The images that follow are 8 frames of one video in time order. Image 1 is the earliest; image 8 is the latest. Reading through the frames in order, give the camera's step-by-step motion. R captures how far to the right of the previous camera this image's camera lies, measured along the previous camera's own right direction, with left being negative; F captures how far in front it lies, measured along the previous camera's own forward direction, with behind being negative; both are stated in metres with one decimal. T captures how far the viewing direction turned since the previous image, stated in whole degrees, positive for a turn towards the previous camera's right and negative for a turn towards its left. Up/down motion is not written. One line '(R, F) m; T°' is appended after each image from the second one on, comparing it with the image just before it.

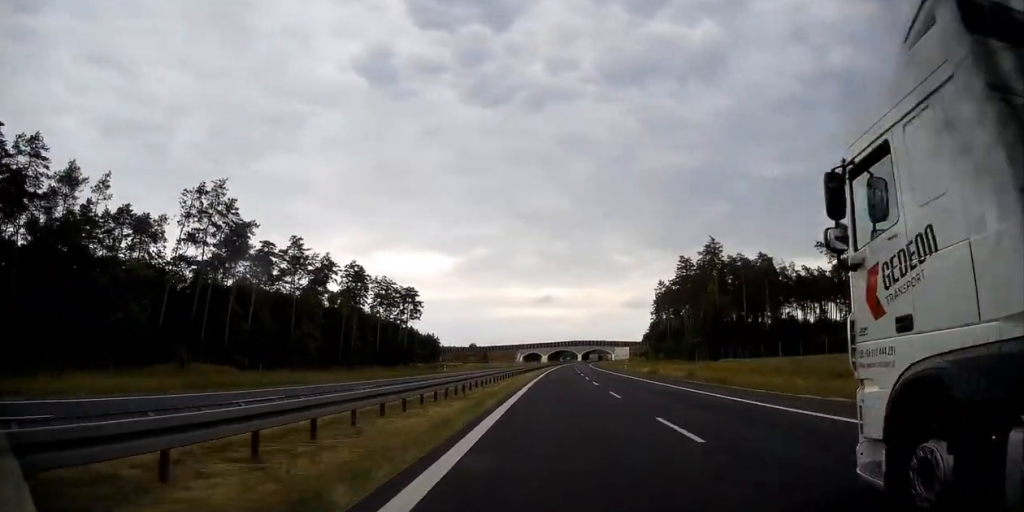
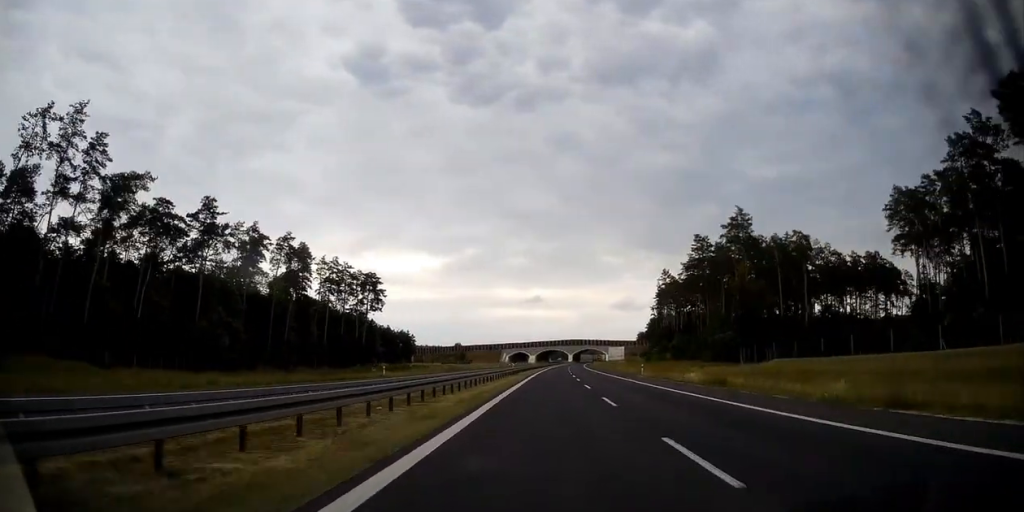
(+0.2, +27.6) m; +1°
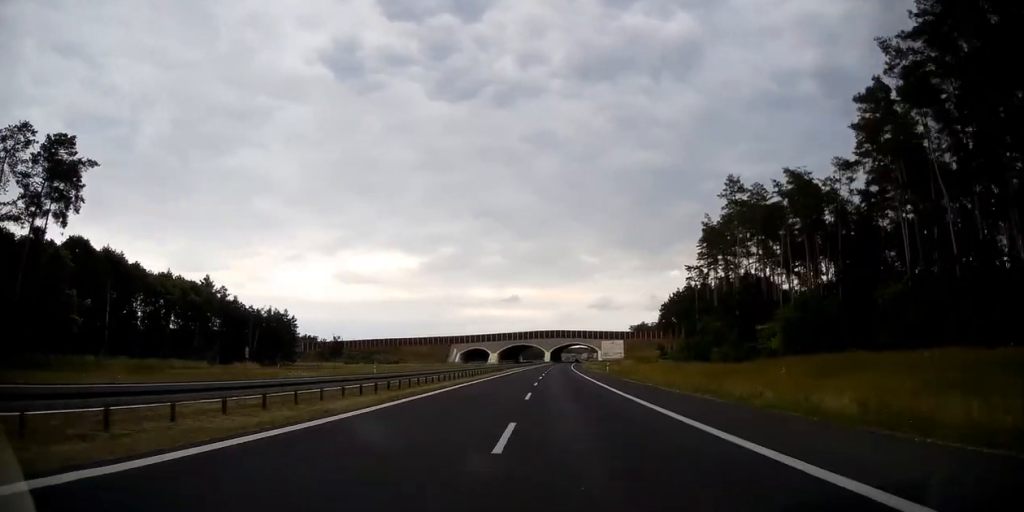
(+2.4, +94.0) m; +3°
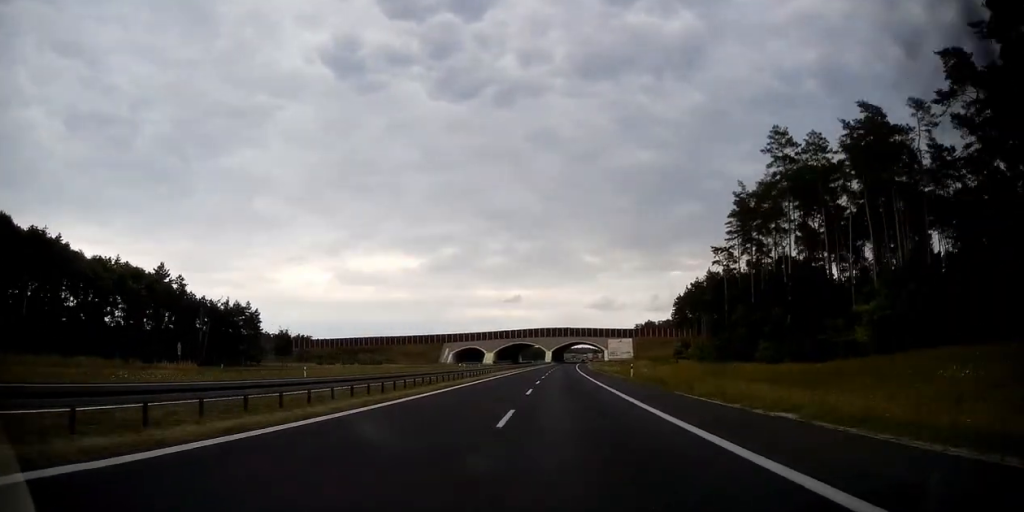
(0.0, +20.6) m; 0°
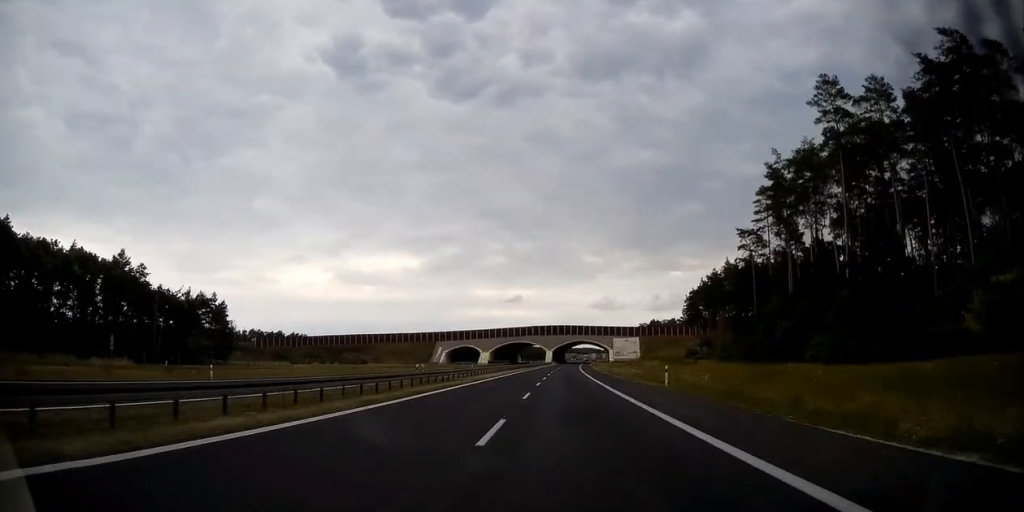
(0.0, +14.9) m; 0°
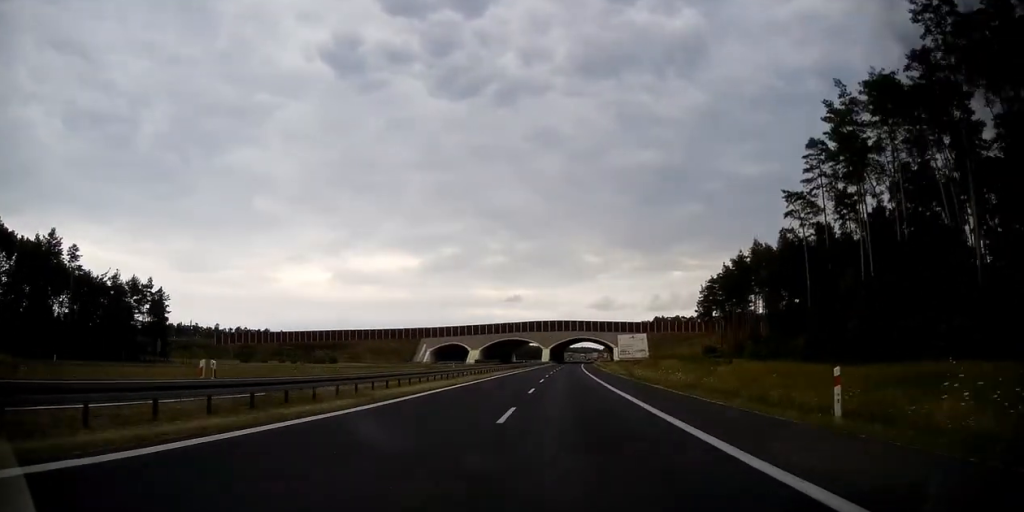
(0.0, +20.6) m; 0°
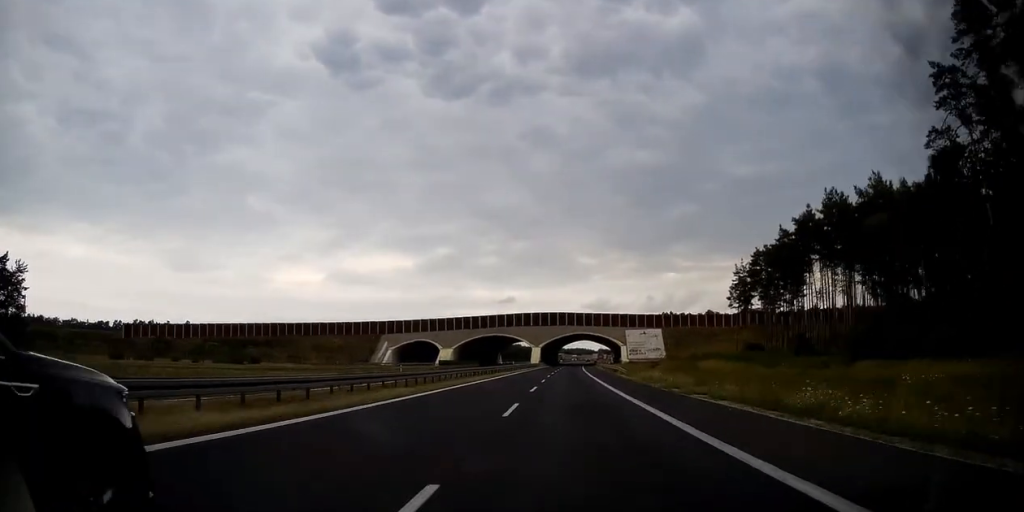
(+0.3, +34.3) m; 0°
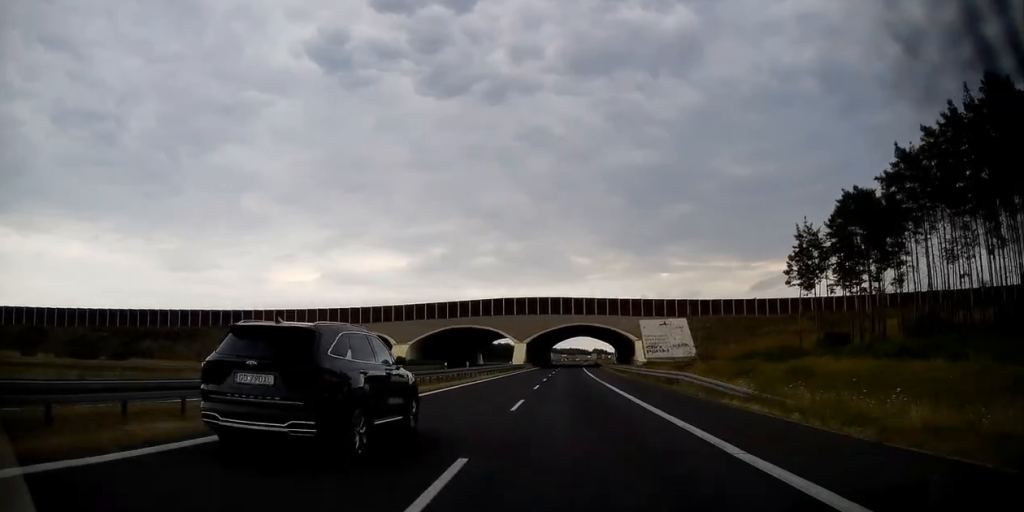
(-0.2, +34.3) m; 0°
